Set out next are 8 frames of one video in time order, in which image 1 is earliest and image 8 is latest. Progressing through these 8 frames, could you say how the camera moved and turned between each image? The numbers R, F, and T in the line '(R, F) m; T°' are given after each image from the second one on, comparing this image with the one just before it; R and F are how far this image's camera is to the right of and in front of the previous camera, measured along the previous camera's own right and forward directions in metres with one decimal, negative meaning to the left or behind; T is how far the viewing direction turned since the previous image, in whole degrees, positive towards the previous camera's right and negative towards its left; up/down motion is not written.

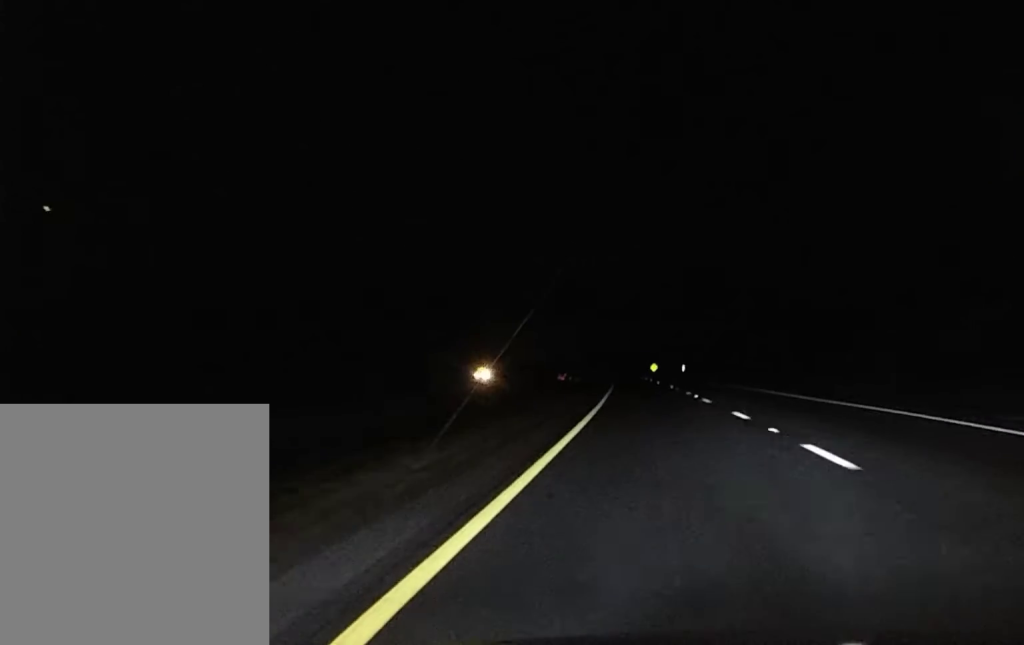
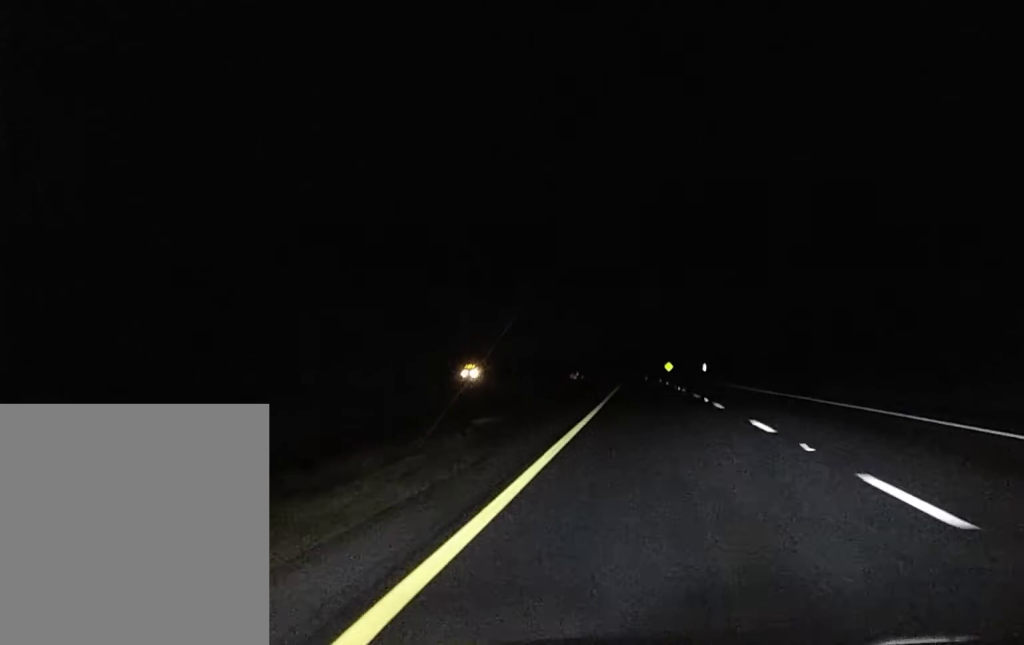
(-0.2, +25.6) m; -1°
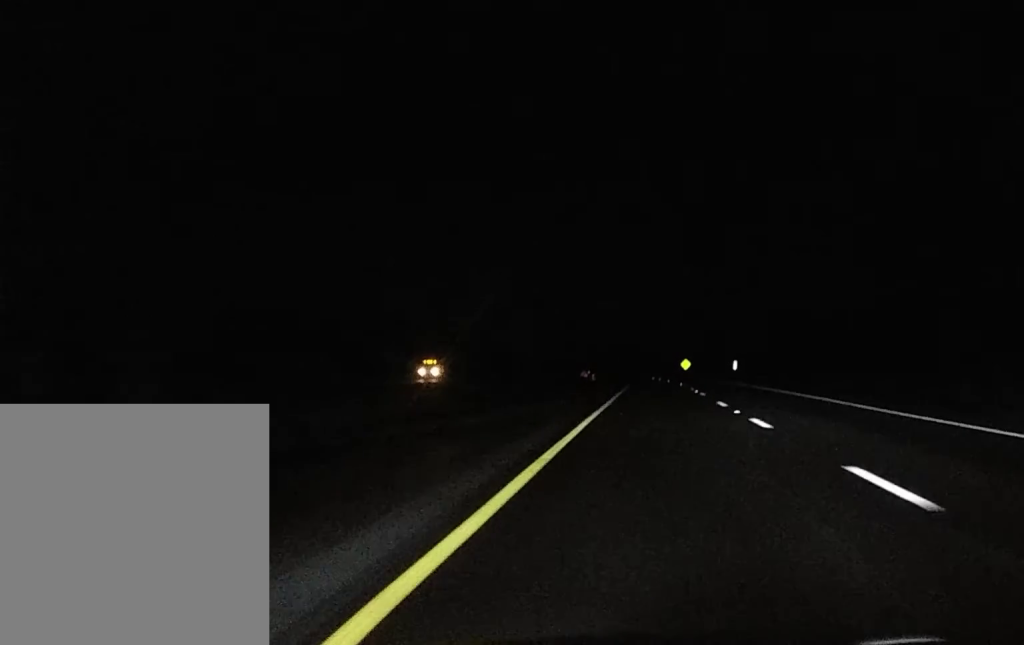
(-0.2, +35.1) m; -1°
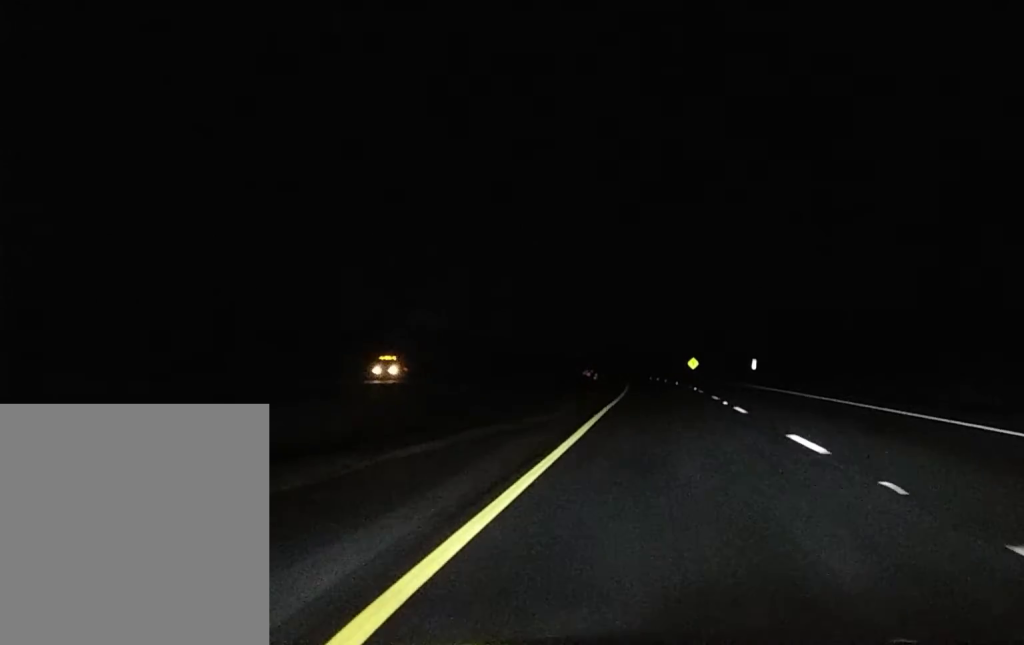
(0.0, +18.9) m; 0°
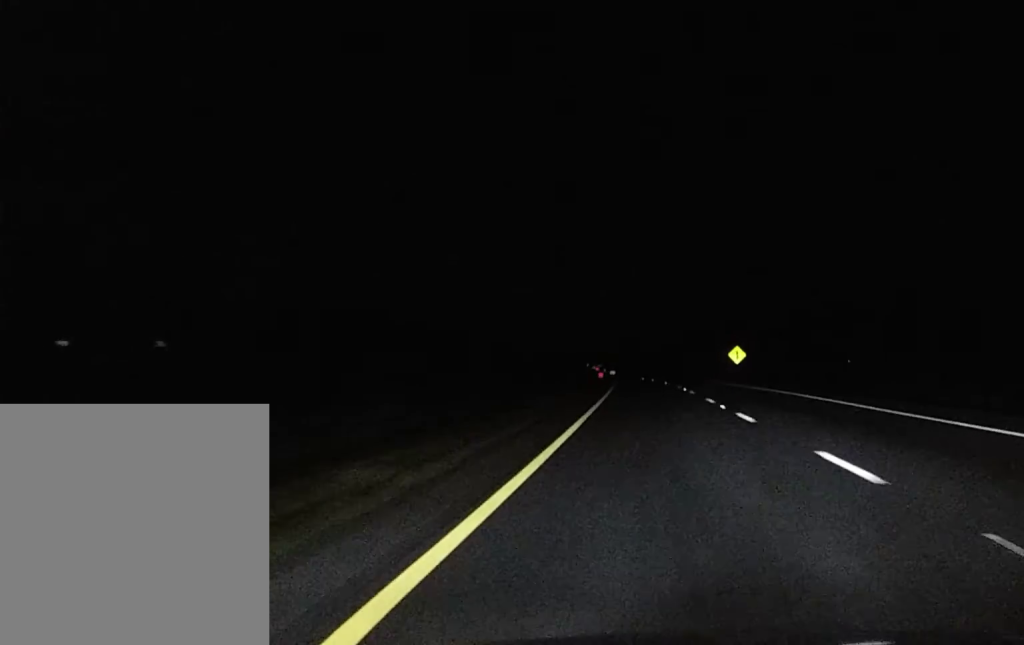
(-0.9, +86.9) m; -1°
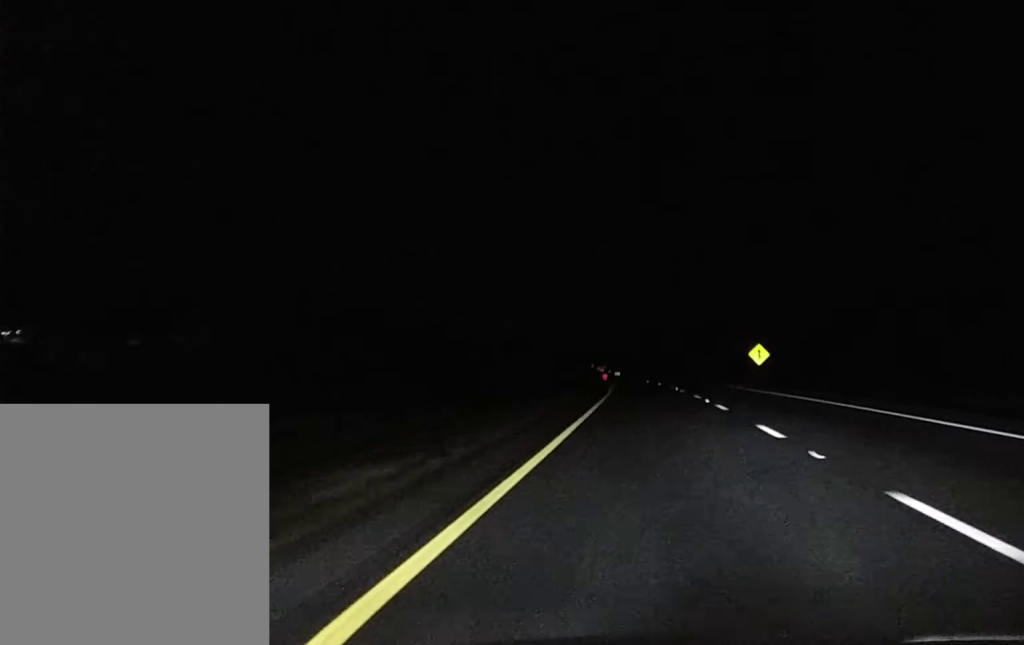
(0.0, +17.9) m; 0°
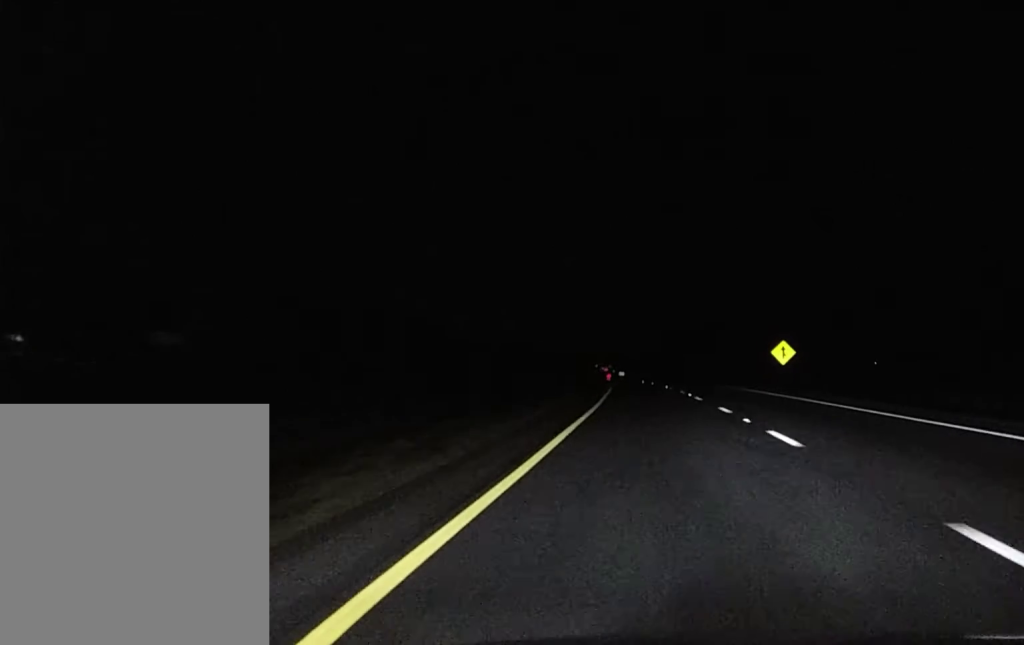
(-0.1, +14.4) m; 0°
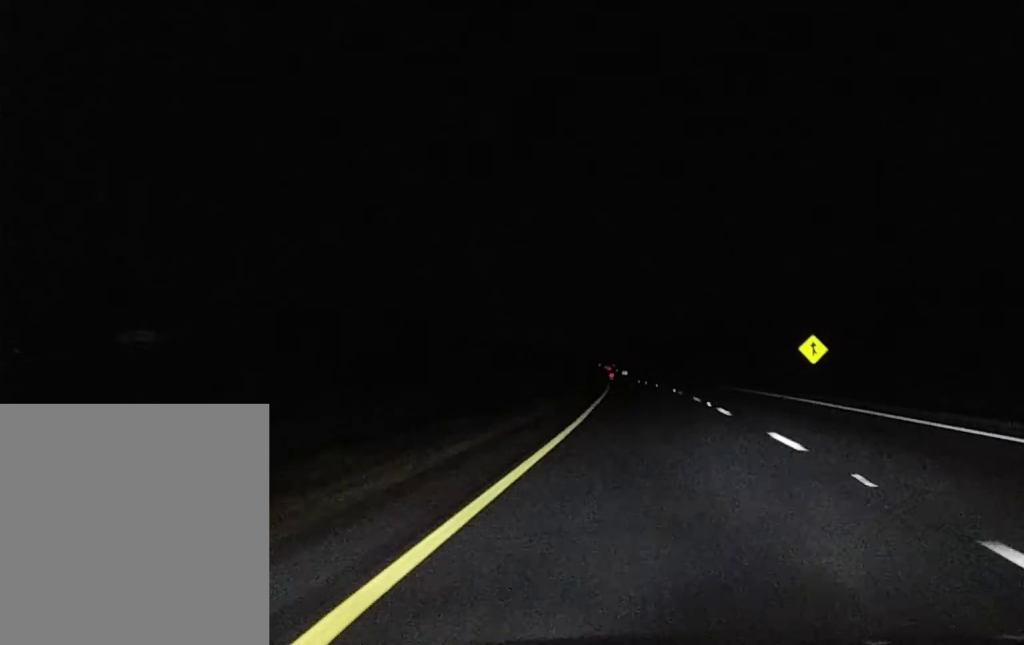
(-0.1, +13.4) m; 0°
